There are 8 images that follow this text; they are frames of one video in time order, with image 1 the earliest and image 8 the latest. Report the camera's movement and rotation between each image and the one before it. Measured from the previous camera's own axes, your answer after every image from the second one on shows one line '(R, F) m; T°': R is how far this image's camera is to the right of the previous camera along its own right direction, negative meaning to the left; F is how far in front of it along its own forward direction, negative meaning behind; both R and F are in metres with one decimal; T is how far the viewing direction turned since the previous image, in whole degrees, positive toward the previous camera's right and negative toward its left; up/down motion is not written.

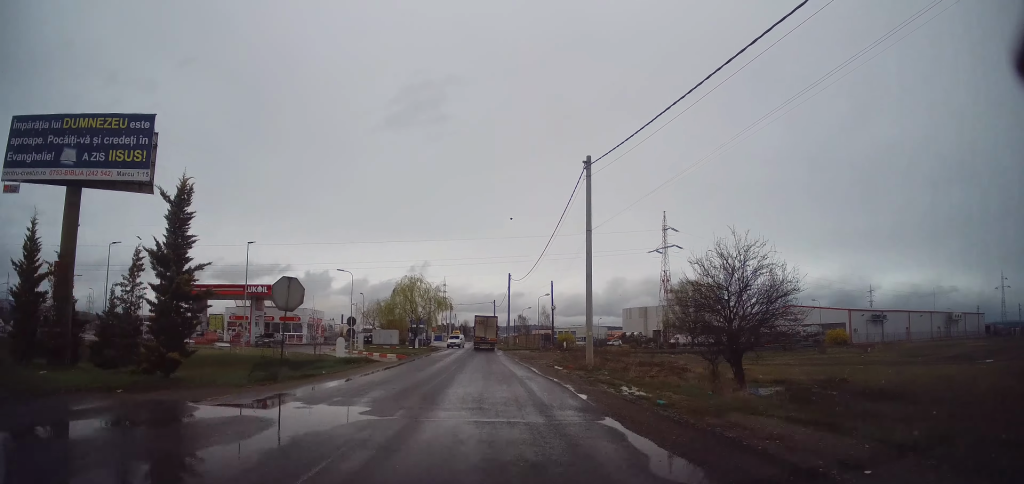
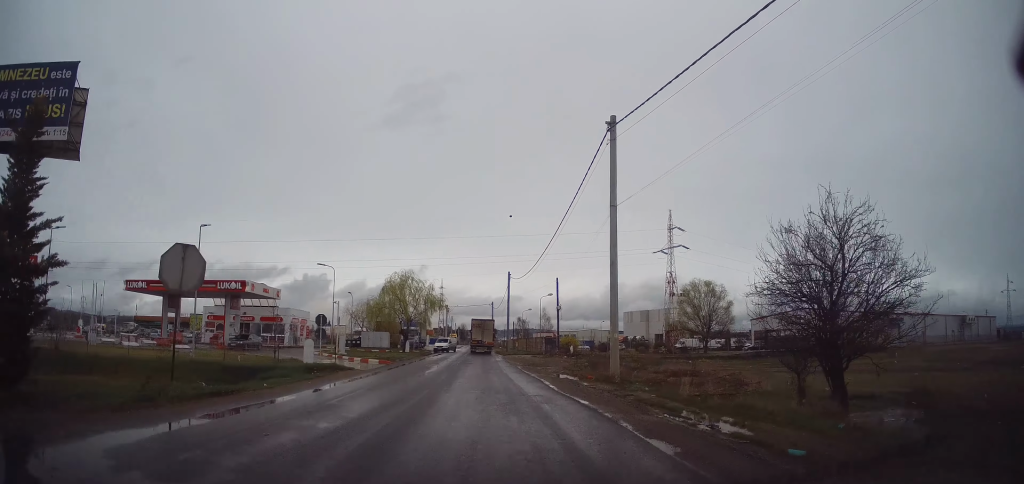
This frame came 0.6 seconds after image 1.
(0.0, +5.5) m; 0°
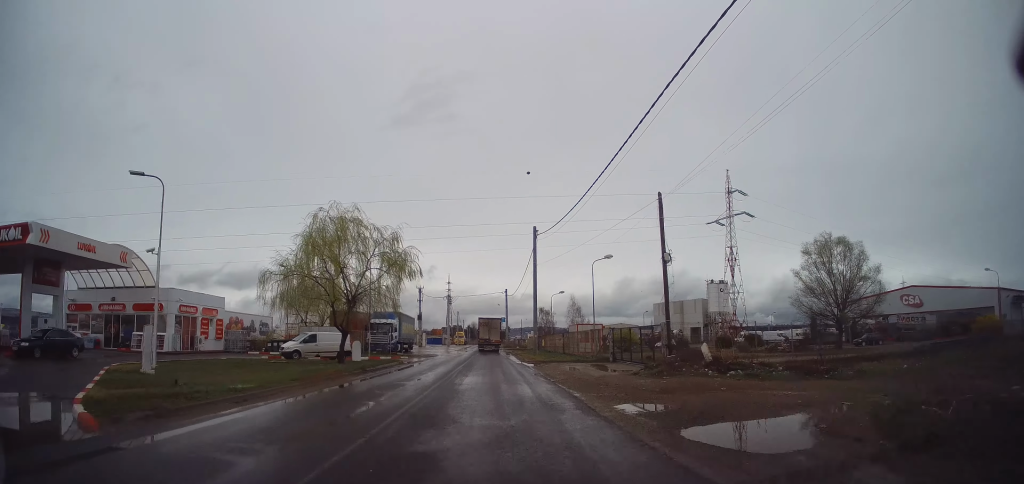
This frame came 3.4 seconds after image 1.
(-0.2, +27.3) m; 0°
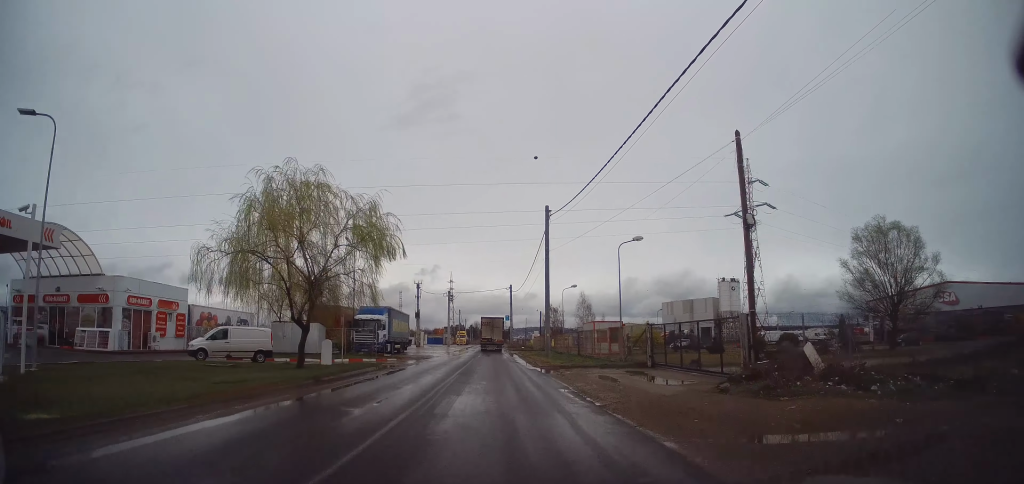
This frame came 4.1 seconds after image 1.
(0.0, +6.7) m; 0°
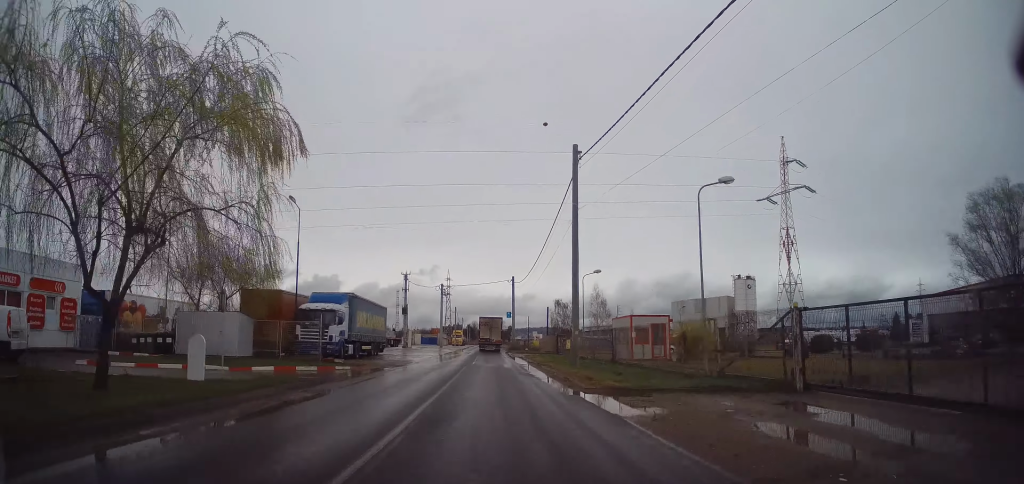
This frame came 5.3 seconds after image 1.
(0.0, +12.0) m; -2°
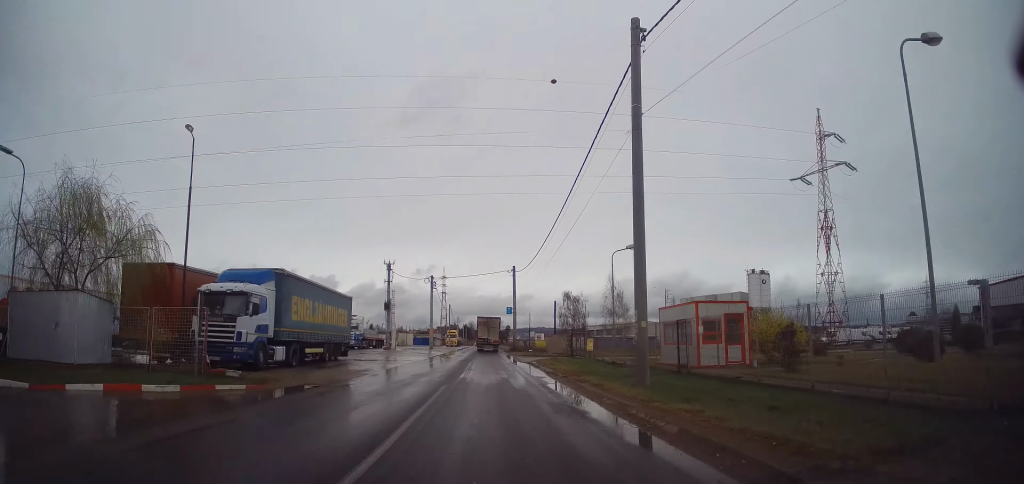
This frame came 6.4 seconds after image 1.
(-0.4, +10.7) m; 0°
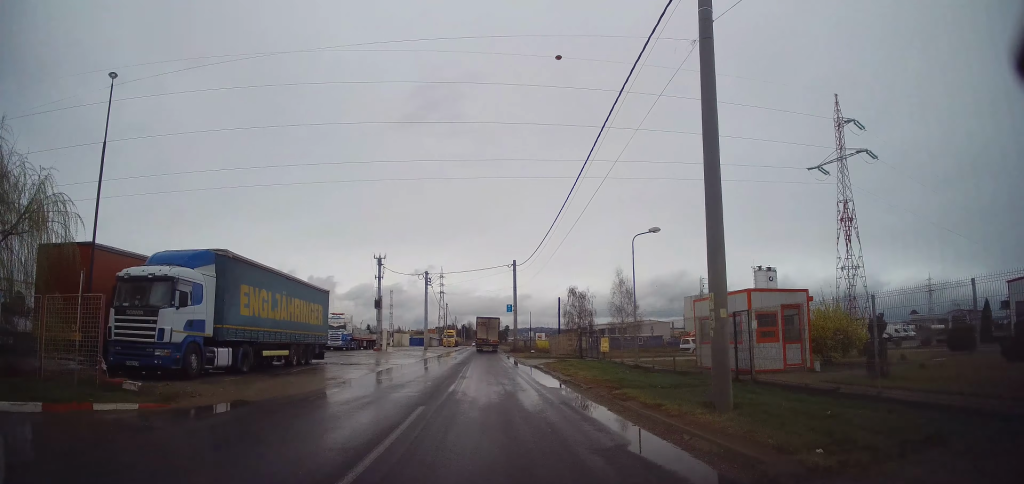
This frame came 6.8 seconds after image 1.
(+0.2, +4.7) m; +1°
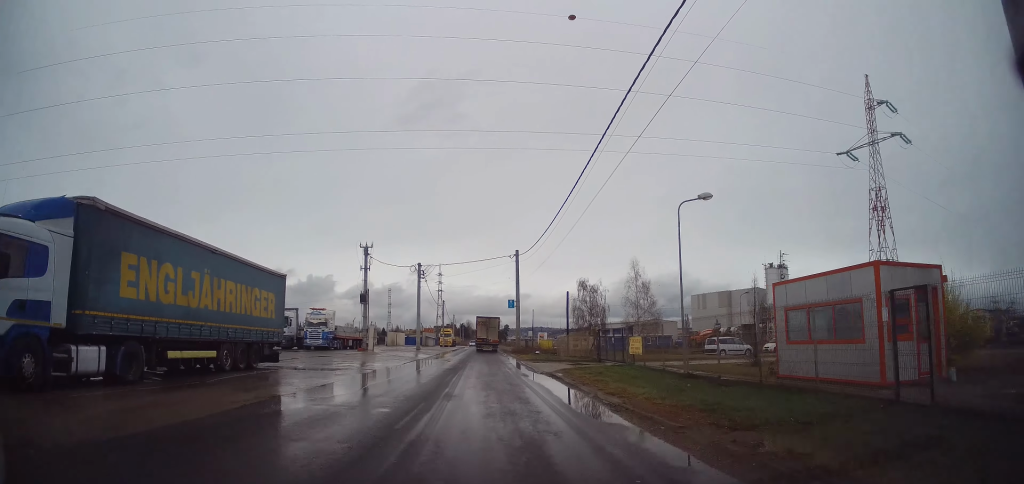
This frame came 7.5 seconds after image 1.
(+0.1, +6.5) m; +1°
